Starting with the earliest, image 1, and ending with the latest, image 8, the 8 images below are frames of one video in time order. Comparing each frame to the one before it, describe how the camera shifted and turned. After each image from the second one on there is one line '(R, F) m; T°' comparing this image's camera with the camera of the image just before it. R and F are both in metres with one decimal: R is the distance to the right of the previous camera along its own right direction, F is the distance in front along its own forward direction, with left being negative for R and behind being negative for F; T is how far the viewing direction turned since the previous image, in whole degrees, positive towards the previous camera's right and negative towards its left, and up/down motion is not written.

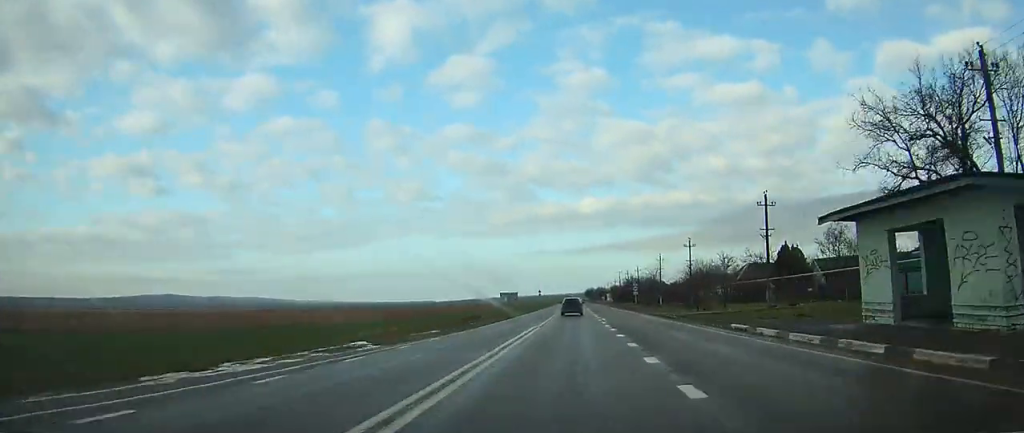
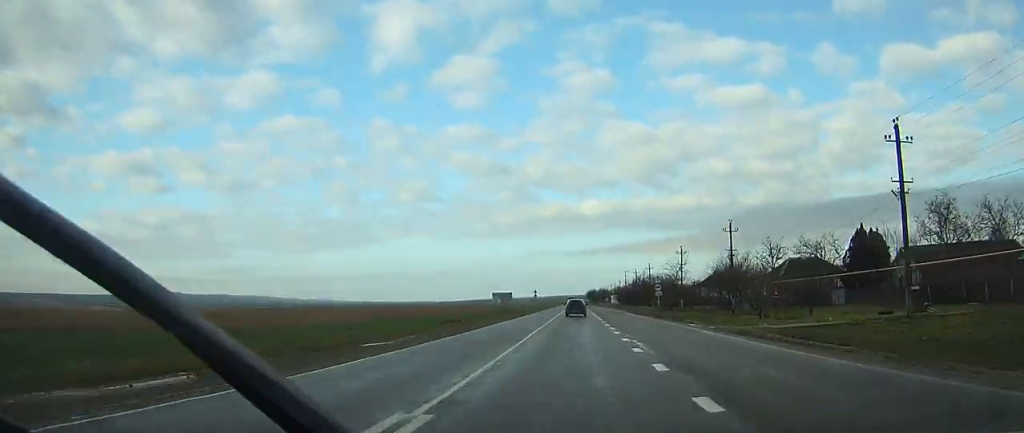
(0.0, +20.6) m; 0°
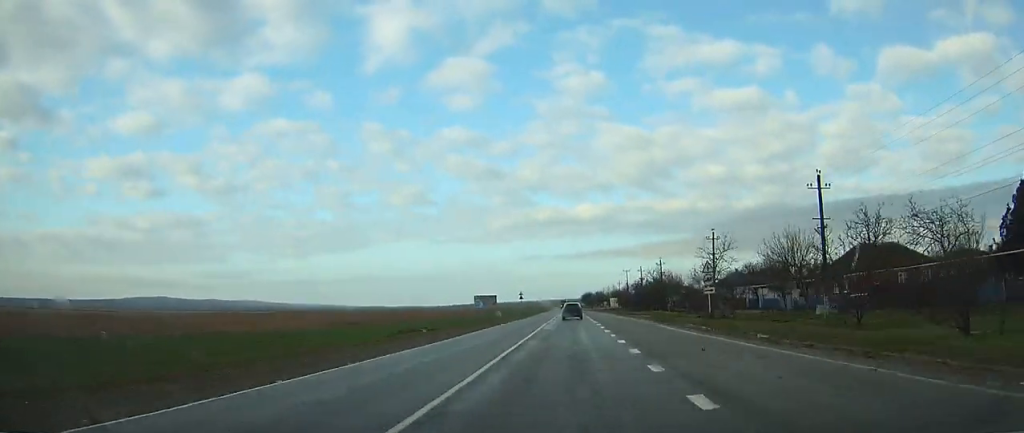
(0.0, +23.7) m; 0°
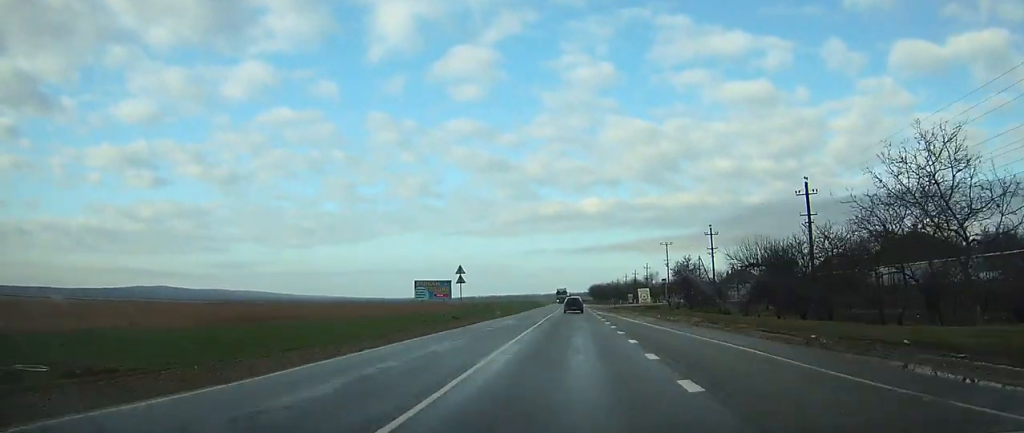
(-0.1, +62.6) m; 0°
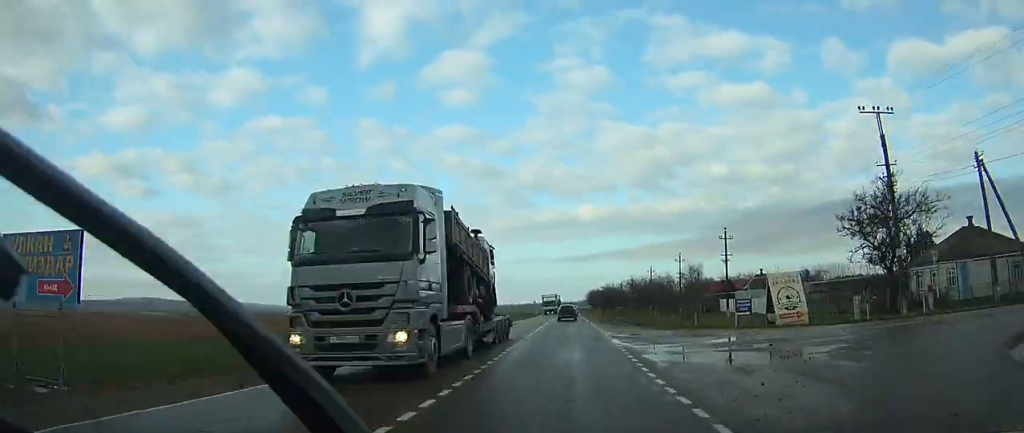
(+0.1, +73.0) m; 0°
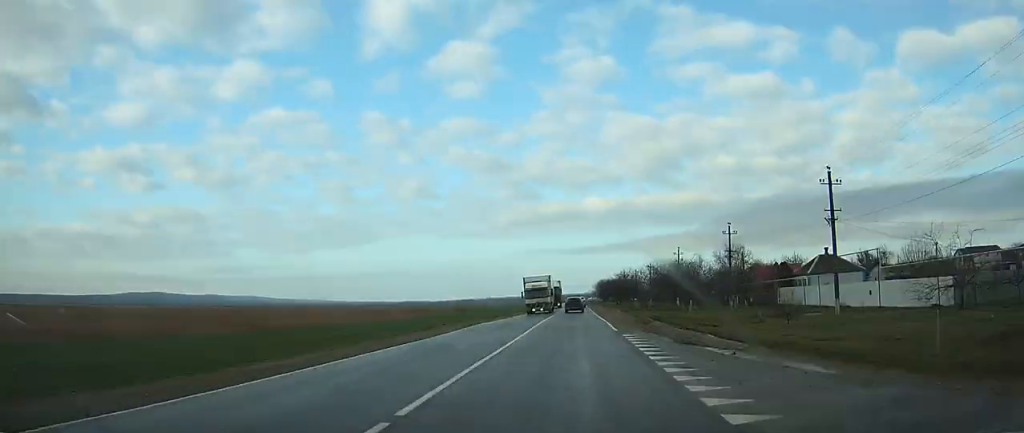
(-0.1, +24.7) m; 0°
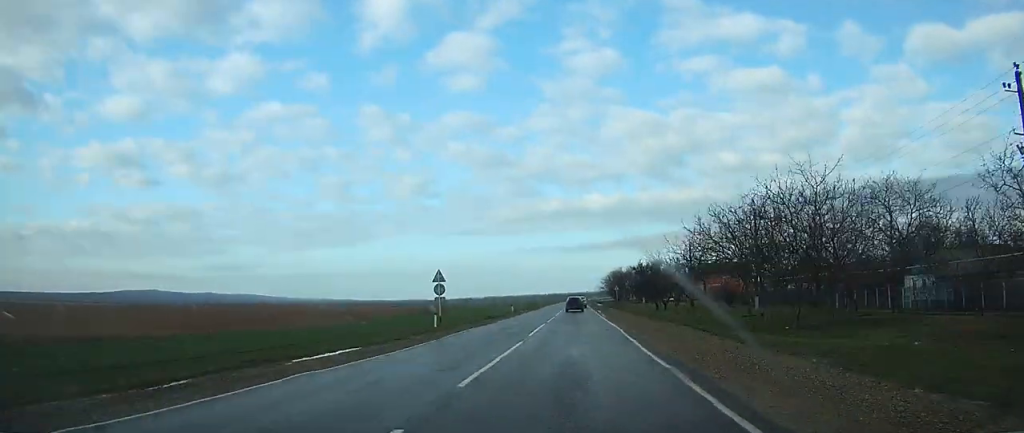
(-0.2, +76.3) m; 0°
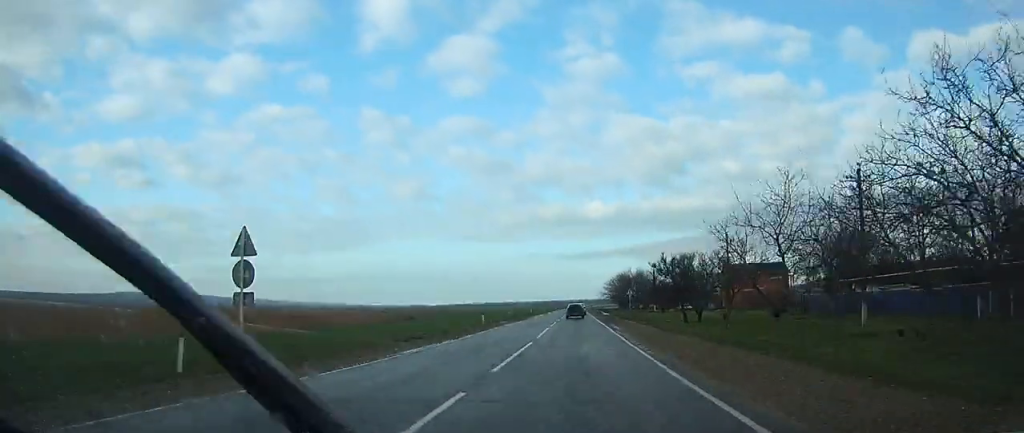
(+0.1, +21.1) m; 0°
